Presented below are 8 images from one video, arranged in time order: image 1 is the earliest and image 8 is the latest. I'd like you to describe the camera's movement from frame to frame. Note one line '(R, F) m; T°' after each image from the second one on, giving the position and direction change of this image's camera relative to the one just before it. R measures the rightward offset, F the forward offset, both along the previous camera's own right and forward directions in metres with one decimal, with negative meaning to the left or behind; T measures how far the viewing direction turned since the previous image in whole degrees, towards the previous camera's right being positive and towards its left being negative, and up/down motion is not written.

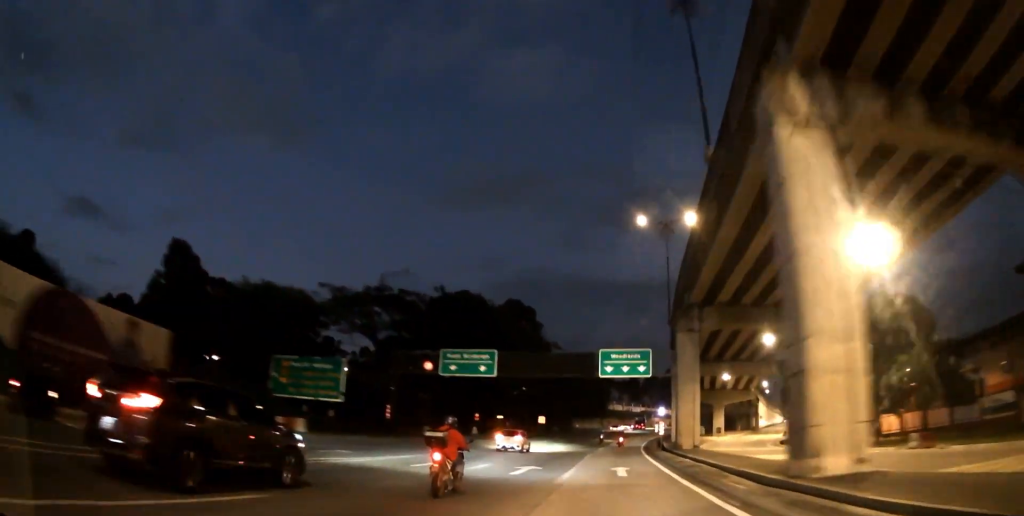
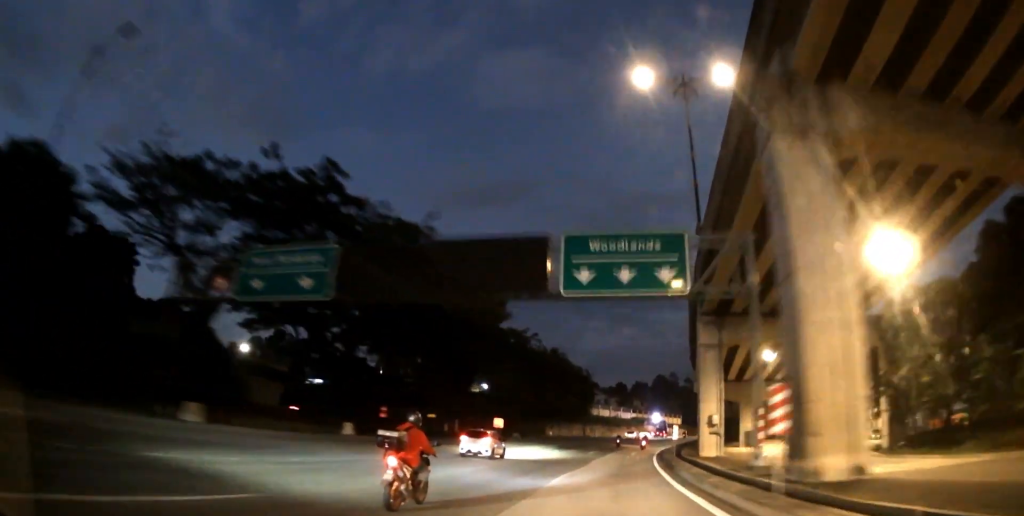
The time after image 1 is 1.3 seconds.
(+0.4, +30.8) m; +2°
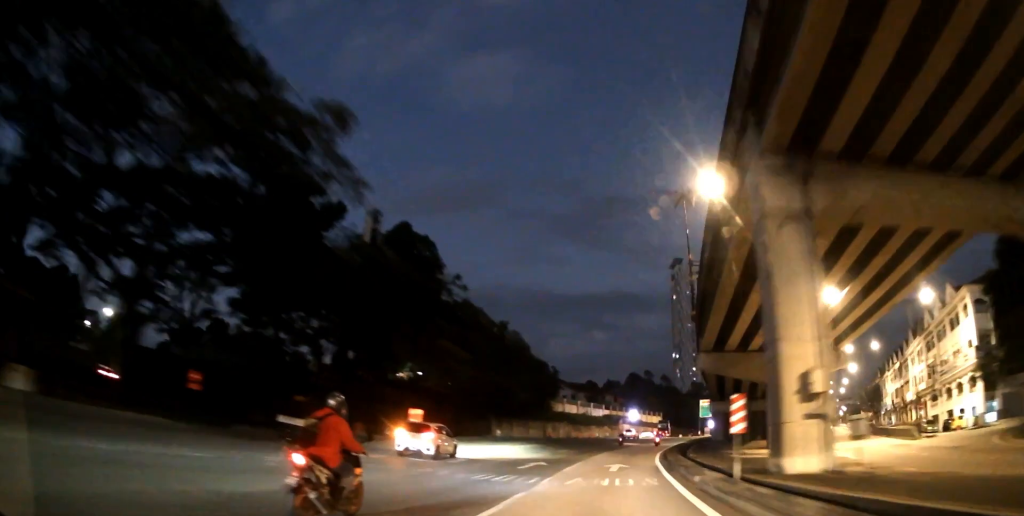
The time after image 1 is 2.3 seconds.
(+0.3, +23.0) m; +2°
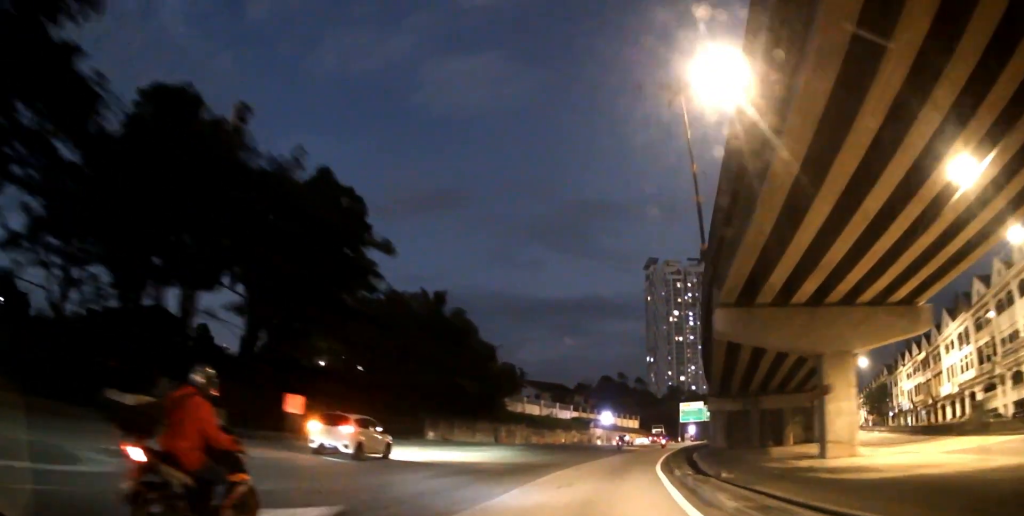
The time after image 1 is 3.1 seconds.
(+0.2, +18.5) m; +2°
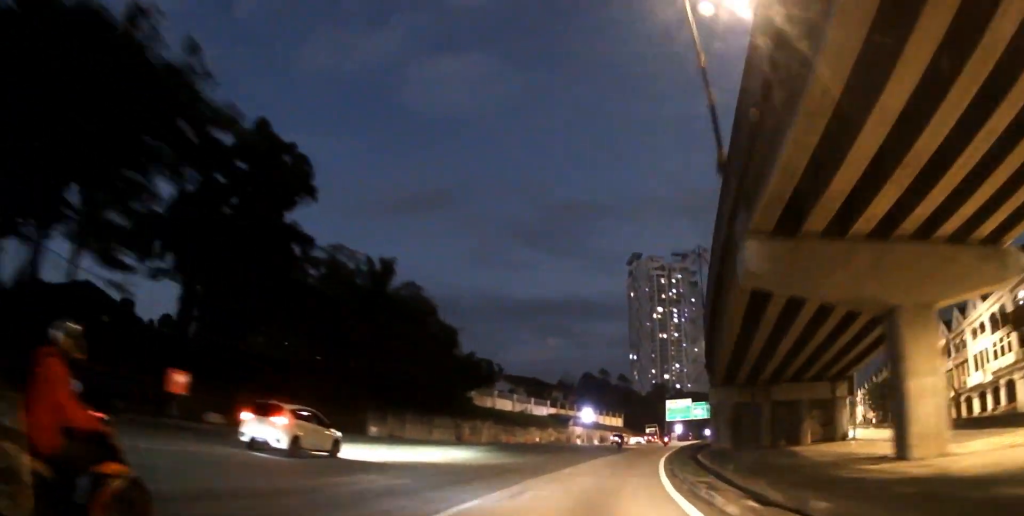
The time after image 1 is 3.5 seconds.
(+0.3, +10.3) m; +2°
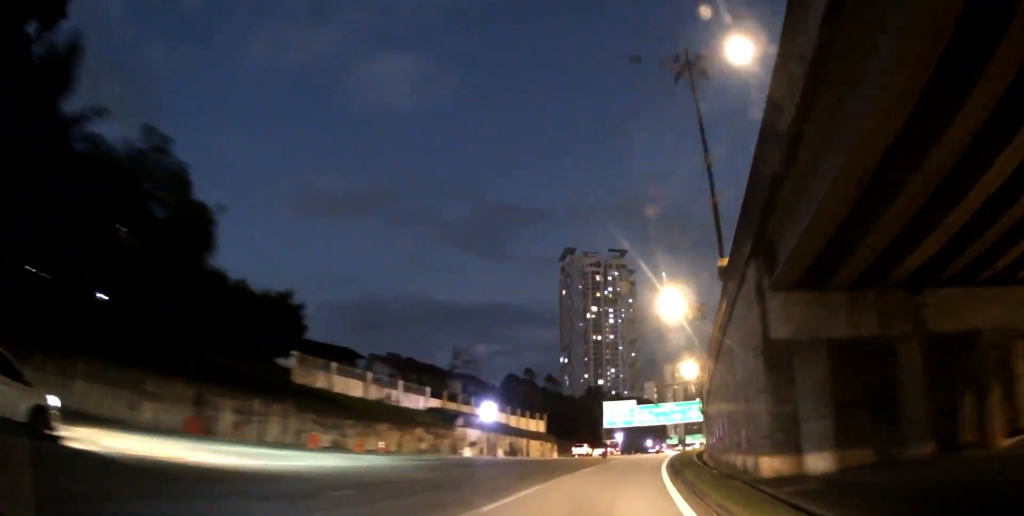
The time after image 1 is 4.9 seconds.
(+1.7, +33.3) m; +8°
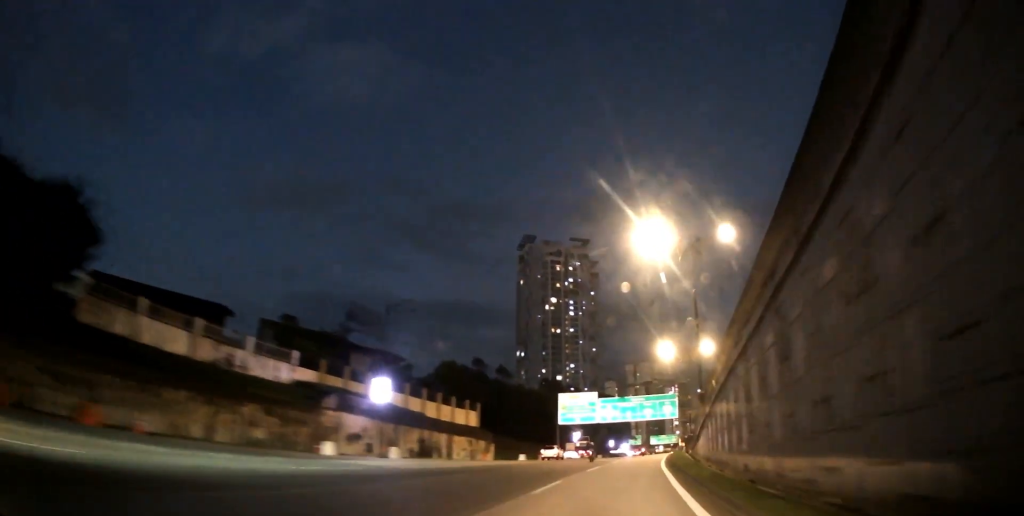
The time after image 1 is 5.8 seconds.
(+1.2, +20.7) m; +4°
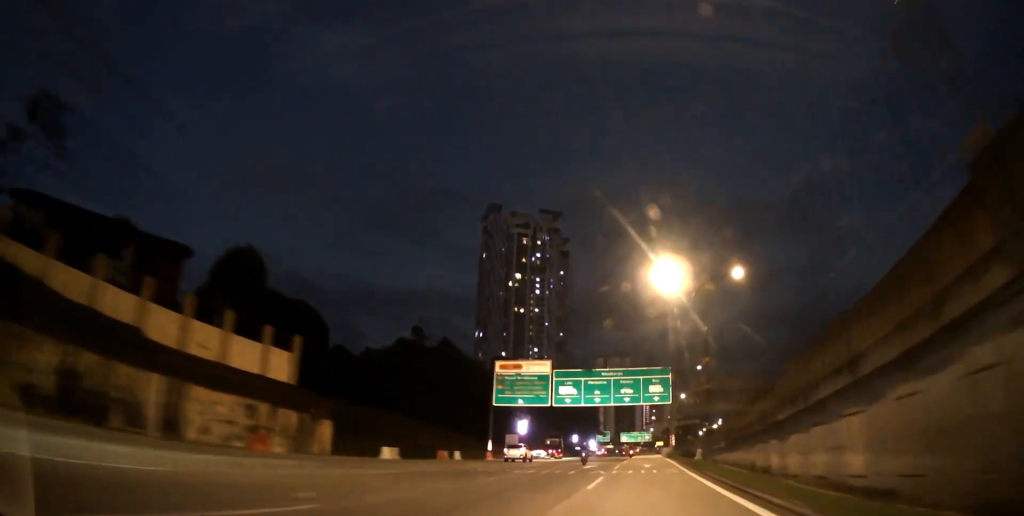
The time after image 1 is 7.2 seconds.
(+1.5, +35.1) m; +4°
